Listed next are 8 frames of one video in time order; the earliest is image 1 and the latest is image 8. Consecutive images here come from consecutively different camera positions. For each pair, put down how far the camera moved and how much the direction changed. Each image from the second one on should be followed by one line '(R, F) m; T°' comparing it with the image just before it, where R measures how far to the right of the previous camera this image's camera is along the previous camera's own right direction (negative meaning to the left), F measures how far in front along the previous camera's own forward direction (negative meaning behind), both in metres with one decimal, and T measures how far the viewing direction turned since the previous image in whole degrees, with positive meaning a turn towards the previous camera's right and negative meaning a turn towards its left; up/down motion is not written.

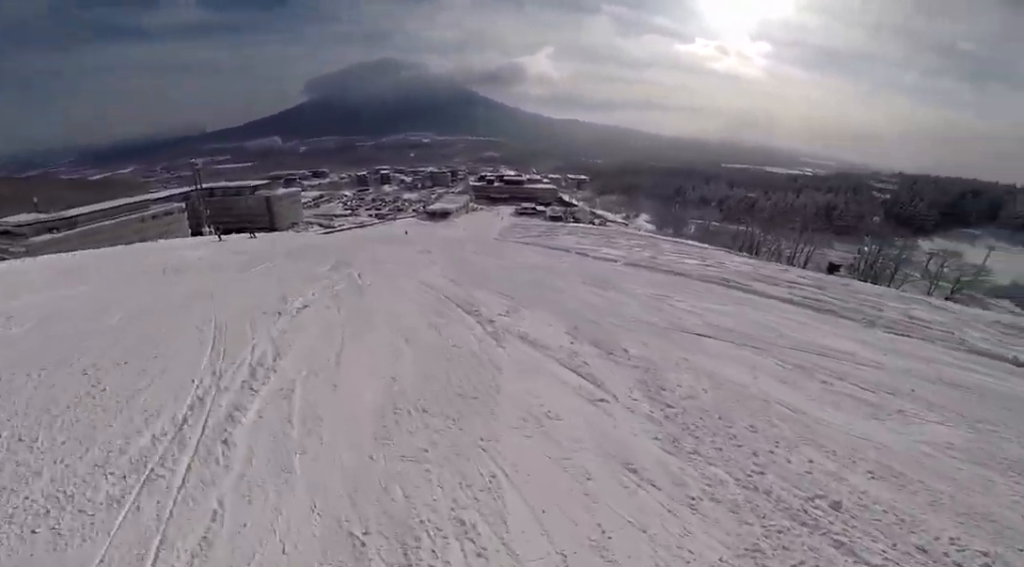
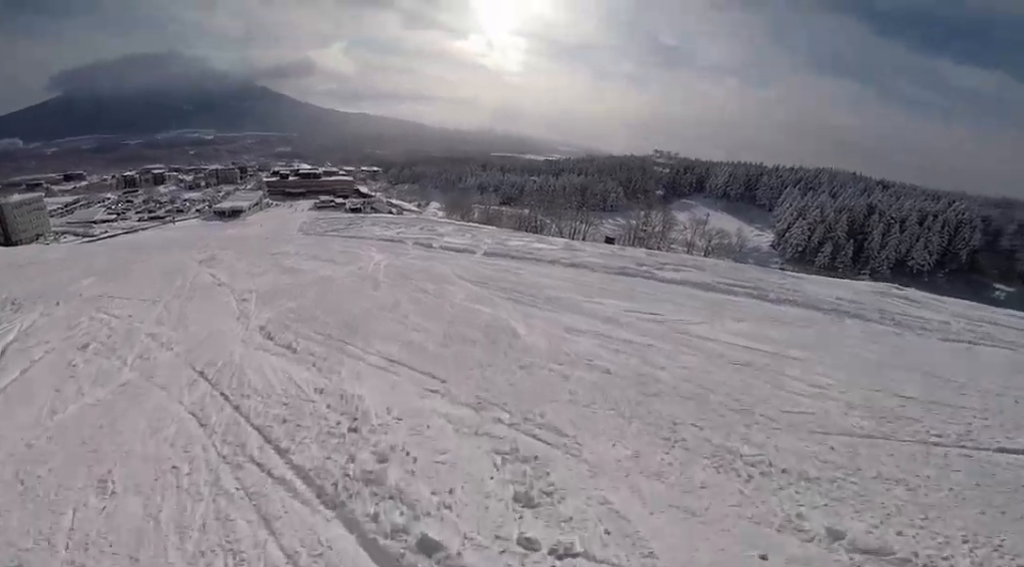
(+1.5, +7.7) m; +12°
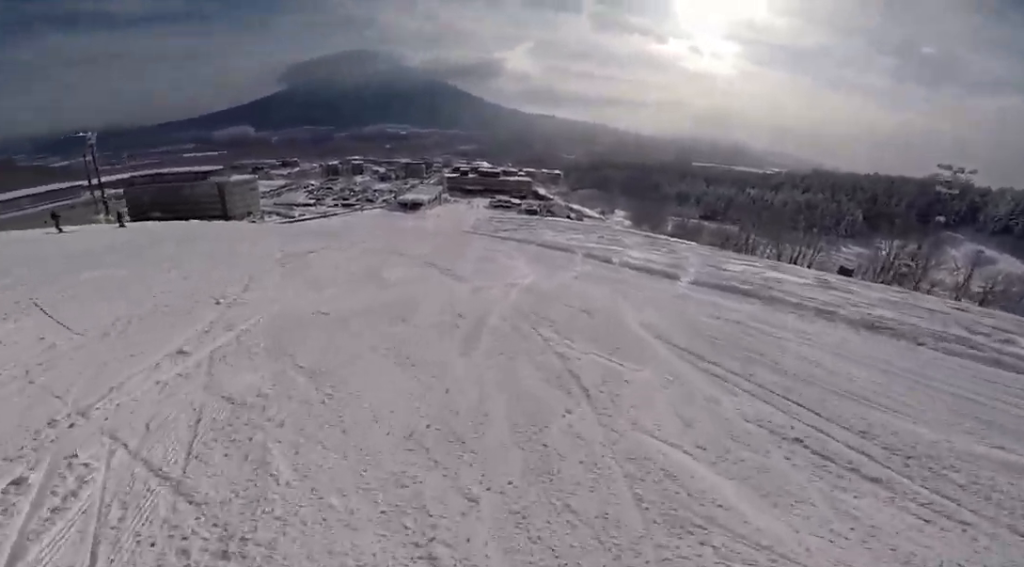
(0.0, +4.7) m; -2°
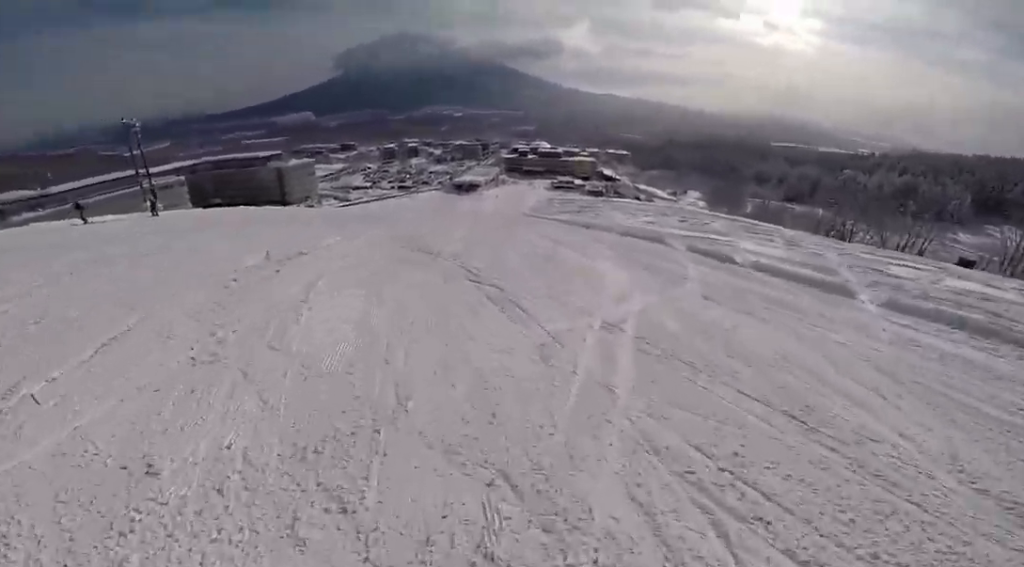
(0.0, +3.6) m; -4°
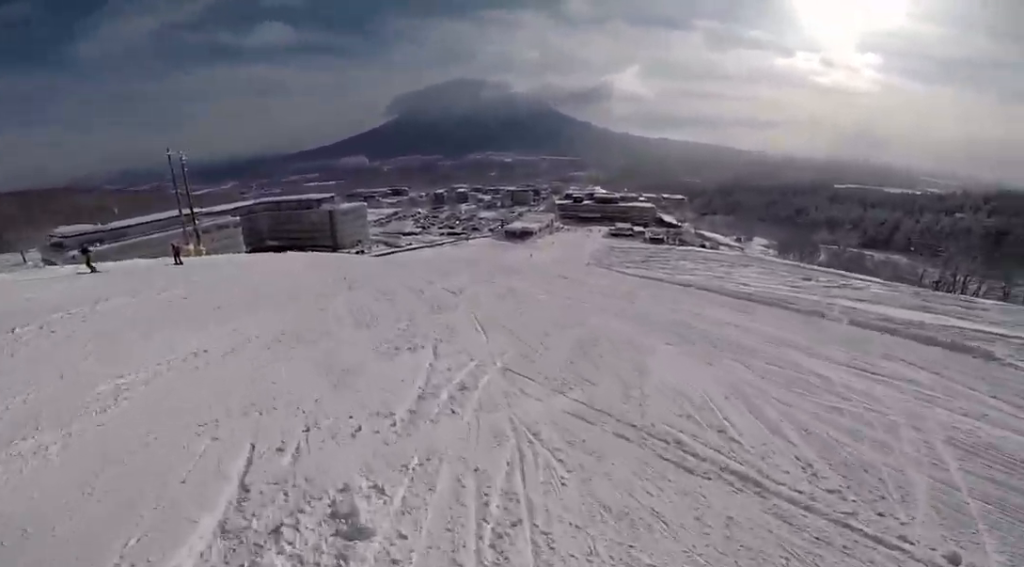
(-0.8, +6.7) m; -14°
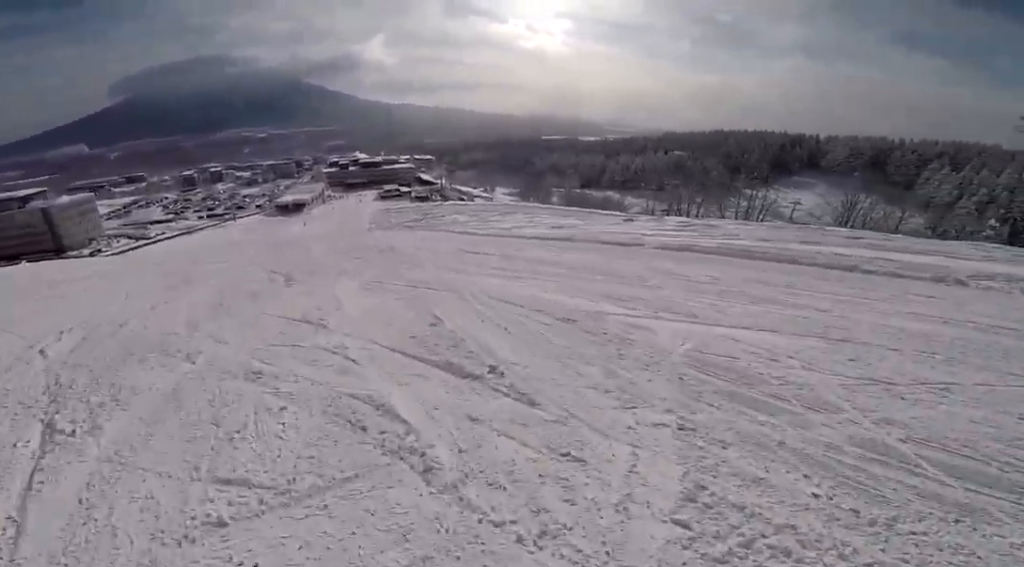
(0.0, +8.8) m; +17°
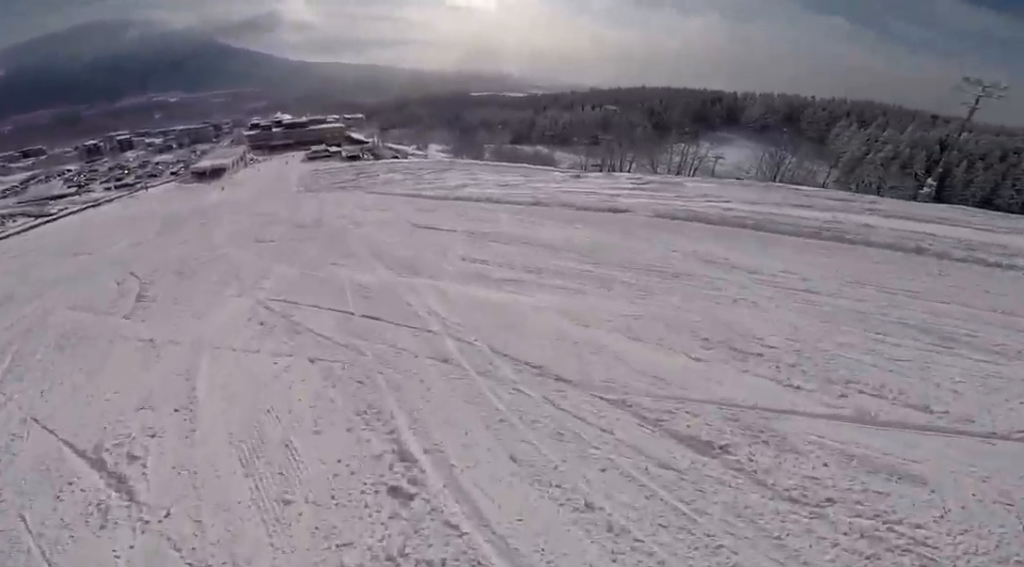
(+0.4, +3.3) m; +6°
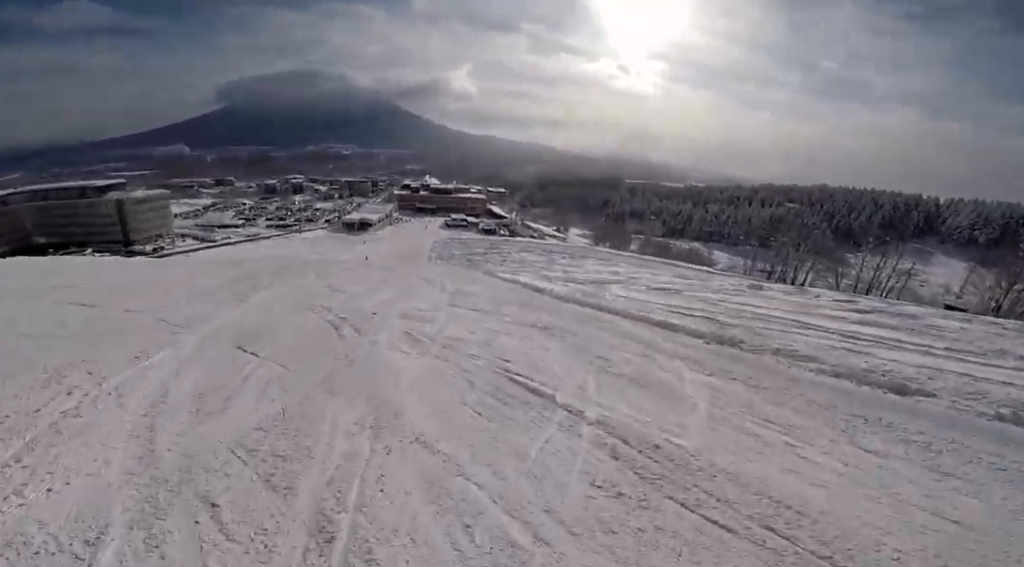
(+0.4, +5.0) m; -6°
